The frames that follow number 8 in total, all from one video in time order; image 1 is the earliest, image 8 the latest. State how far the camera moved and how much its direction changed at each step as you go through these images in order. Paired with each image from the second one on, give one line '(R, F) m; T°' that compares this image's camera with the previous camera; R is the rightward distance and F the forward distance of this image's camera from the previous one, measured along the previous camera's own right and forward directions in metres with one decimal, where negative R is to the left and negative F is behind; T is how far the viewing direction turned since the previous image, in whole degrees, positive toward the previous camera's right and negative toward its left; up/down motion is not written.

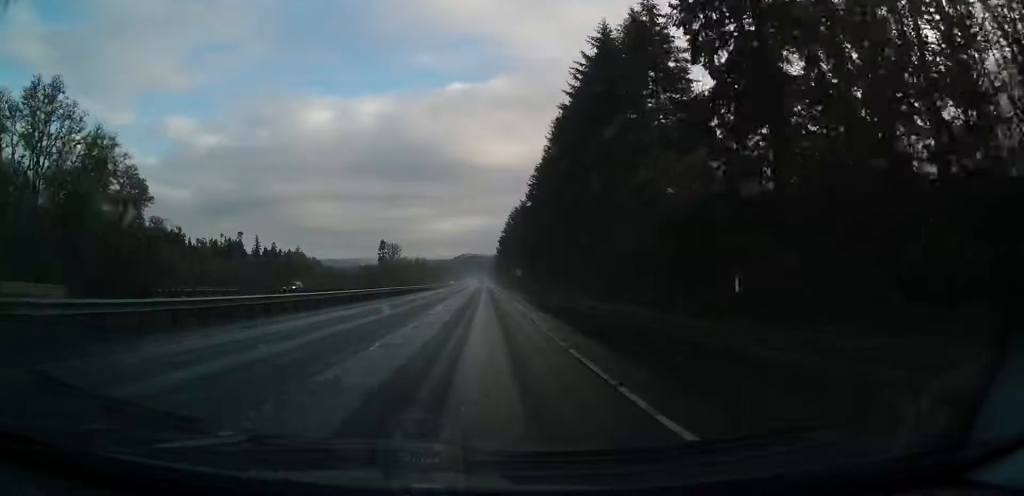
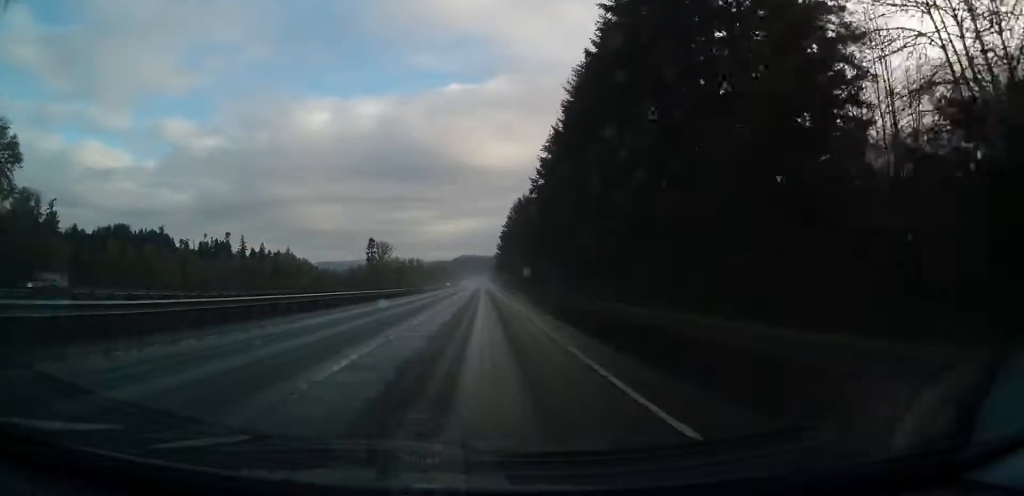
(-0.2, +28.3) m; 0°
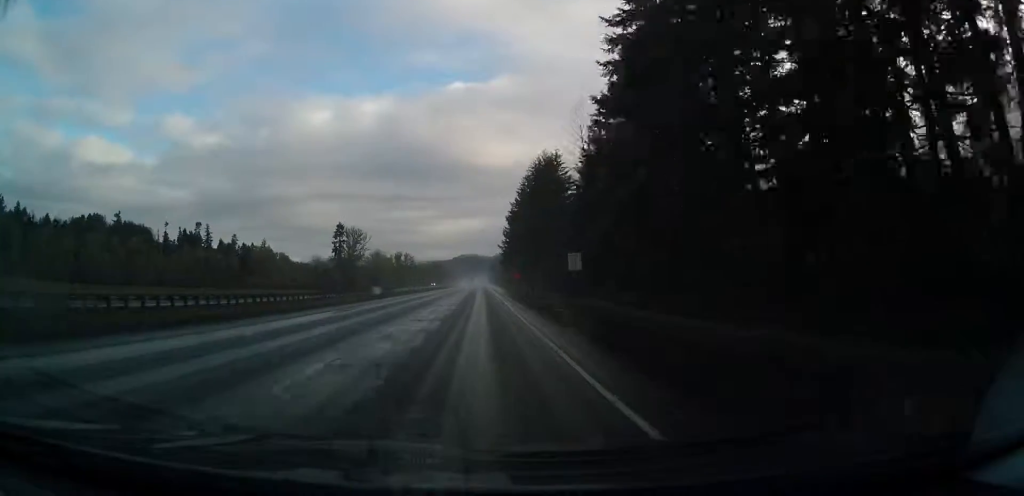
(+0.3, +62.0) m; +1°
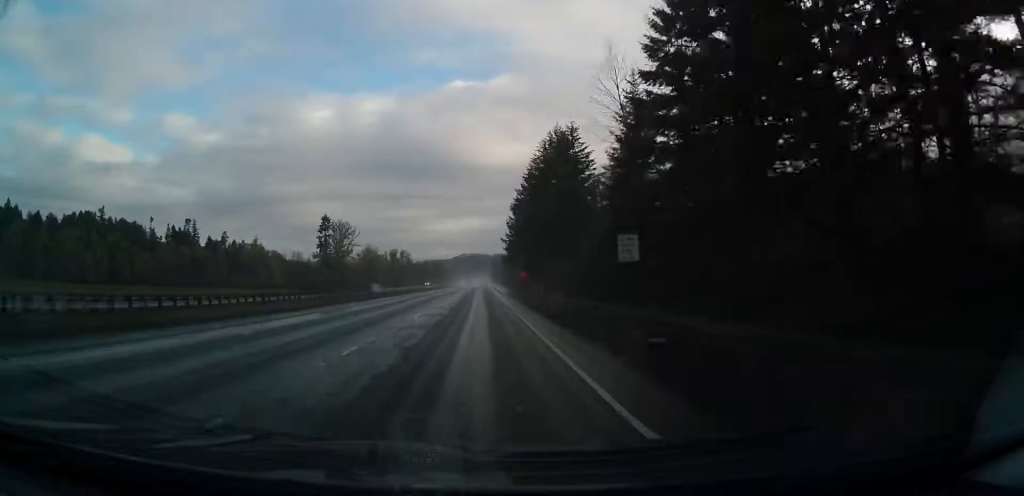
(+0.1, +20.7) m; 0°
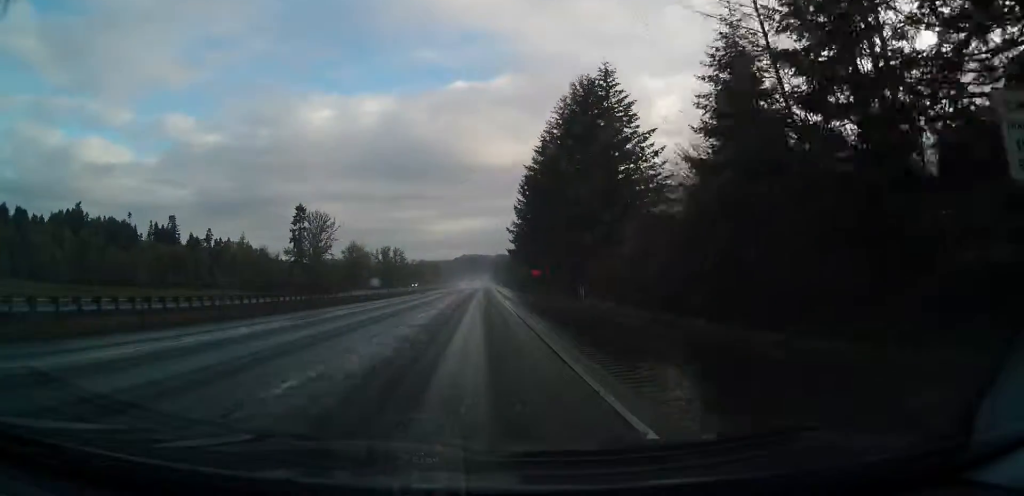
(0.0, +28.3) m; 0°
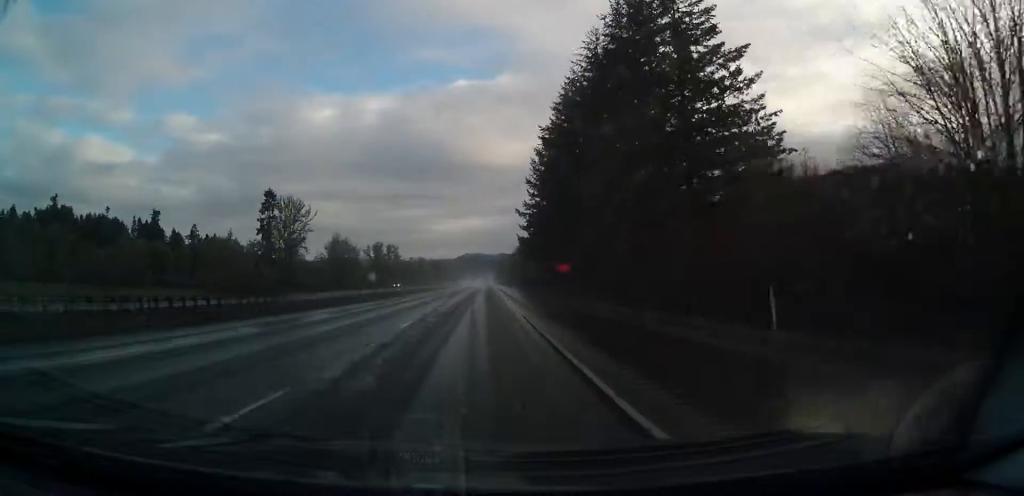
(0.0, +26.1) m; 0°
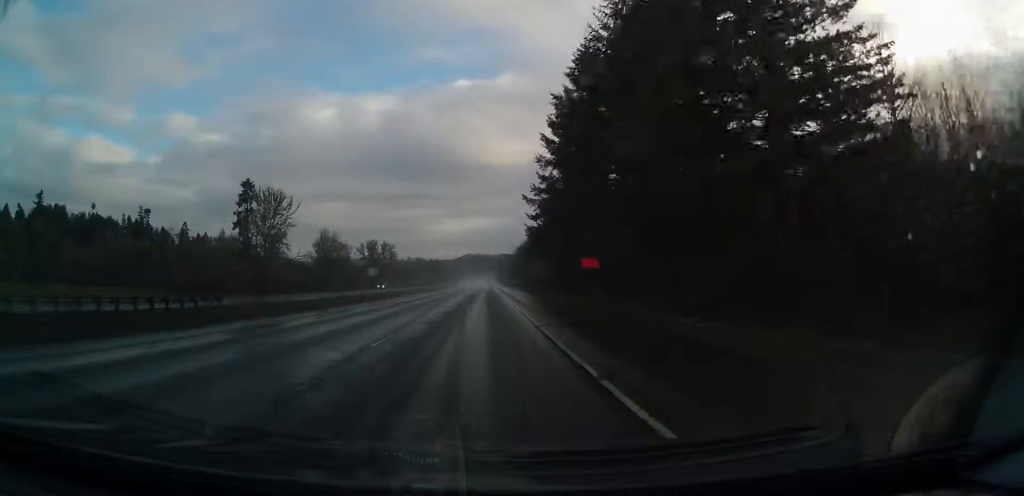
(0.0, +14.2) m; 0°
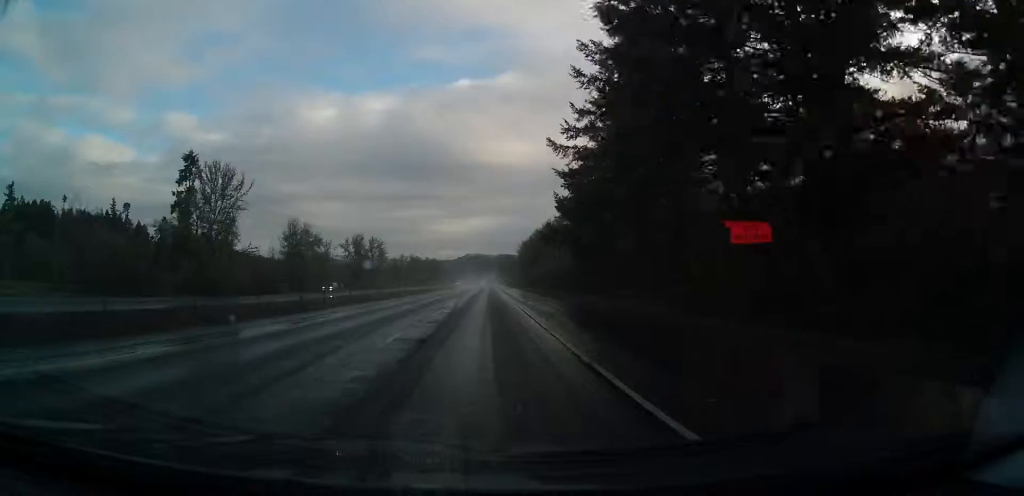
(0.0, +27.2) m; 0°
